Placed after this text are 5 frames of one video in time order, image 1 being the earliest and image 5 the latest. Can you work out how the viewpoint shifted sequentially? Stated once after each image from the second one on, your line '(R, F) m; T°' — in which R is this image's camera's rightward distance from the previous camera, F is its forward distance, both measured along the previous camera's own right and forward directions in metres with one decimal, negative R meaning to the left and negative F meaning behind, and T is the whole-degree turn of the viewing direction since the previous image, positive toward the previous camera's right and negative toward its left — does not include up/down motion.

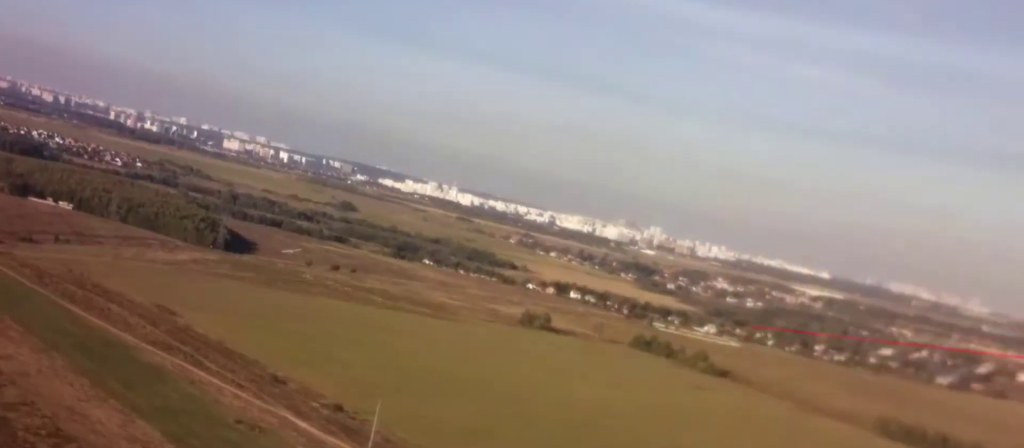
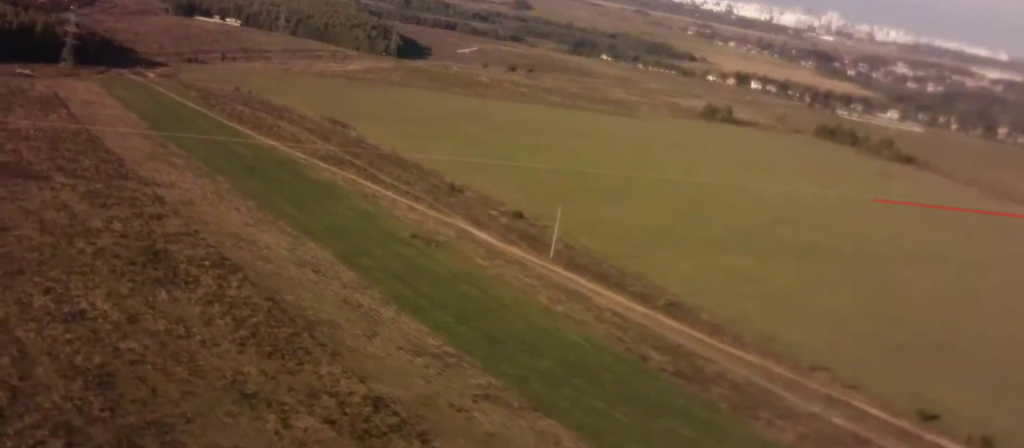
(-0.7, +25.5) m; -4°
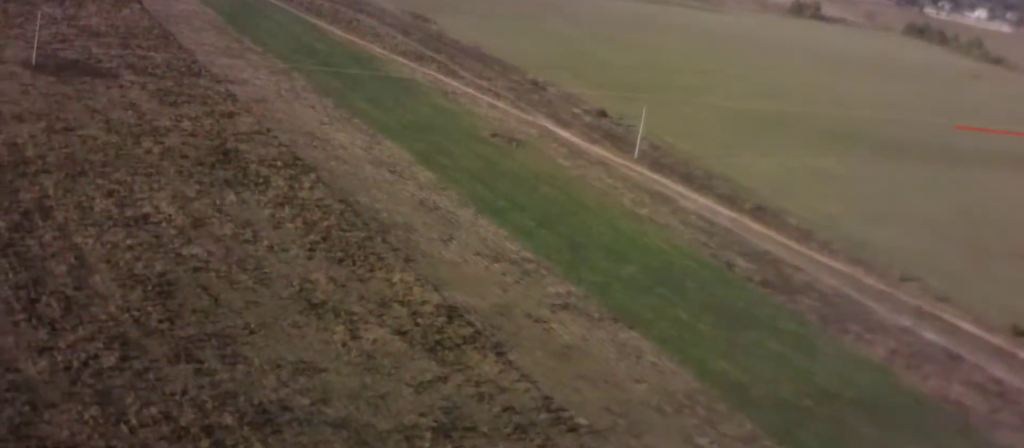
(-0.5, +17.7) m; -3°
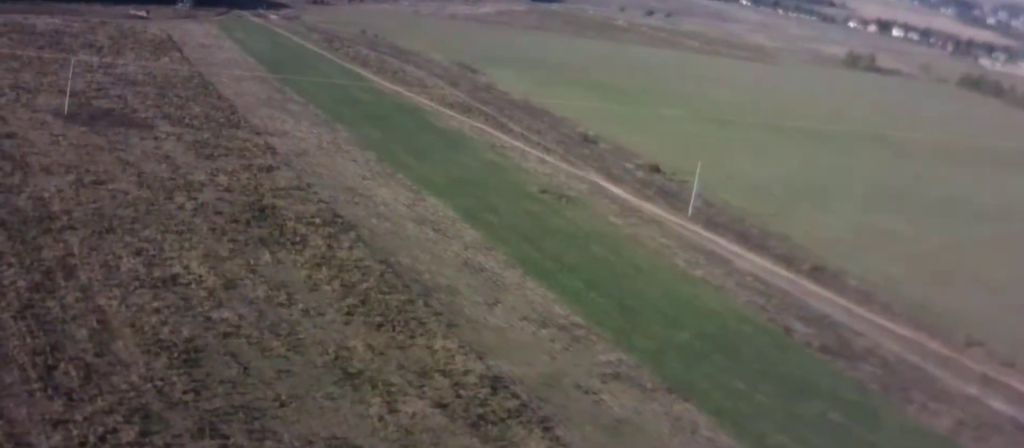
(-0.6, +19.2) m; -3°
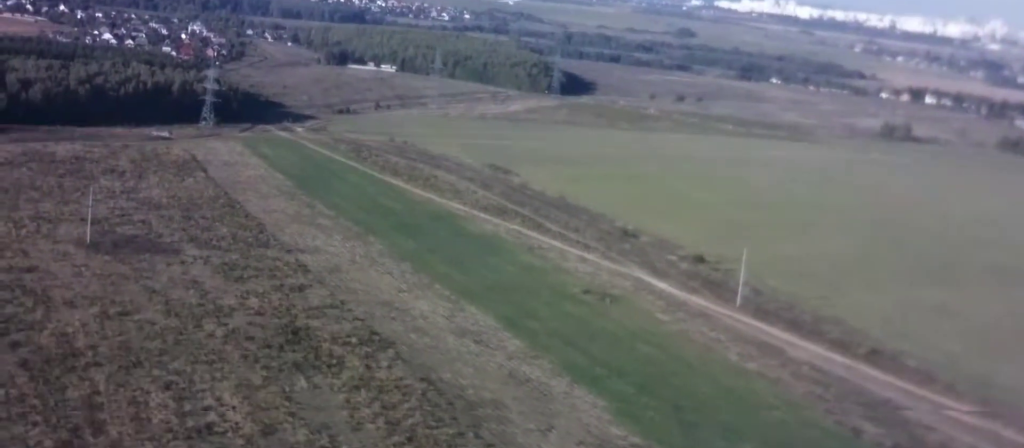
(-0.3, +16.5) m; -1°
